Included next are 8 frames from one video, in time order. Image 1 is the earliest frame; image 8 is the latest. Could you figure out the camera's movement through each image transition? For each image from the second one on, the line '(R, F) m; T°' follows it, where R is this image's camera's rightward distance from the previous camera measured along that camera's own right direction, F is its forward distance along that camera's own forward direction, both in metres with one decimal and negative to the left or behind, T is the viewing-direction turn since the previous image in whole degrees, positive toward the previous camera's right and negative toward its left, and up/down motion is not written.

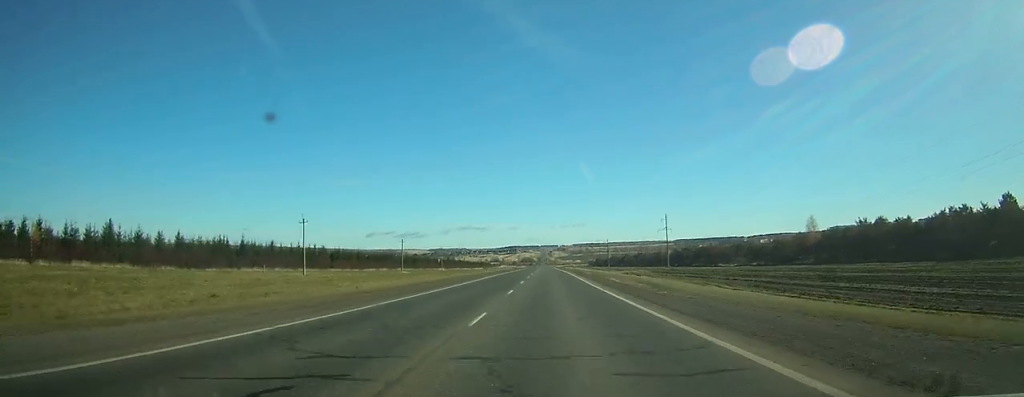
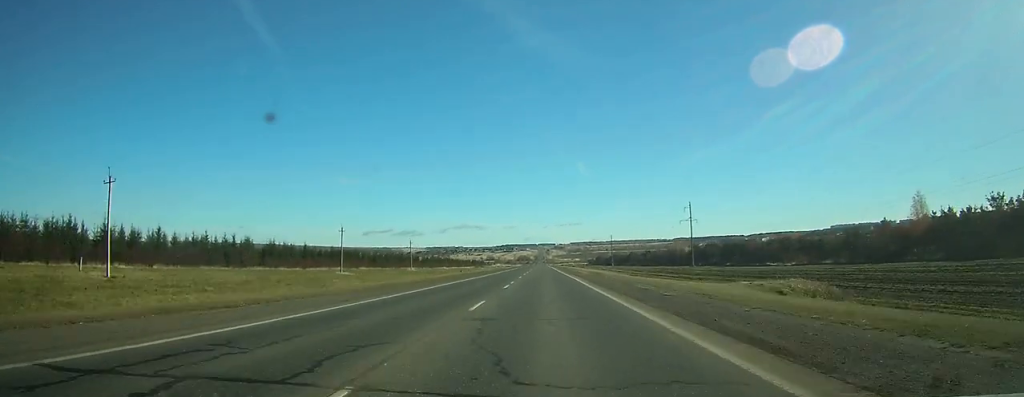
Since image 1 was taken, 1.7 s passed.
(+0.2, +41.2) m; 0°
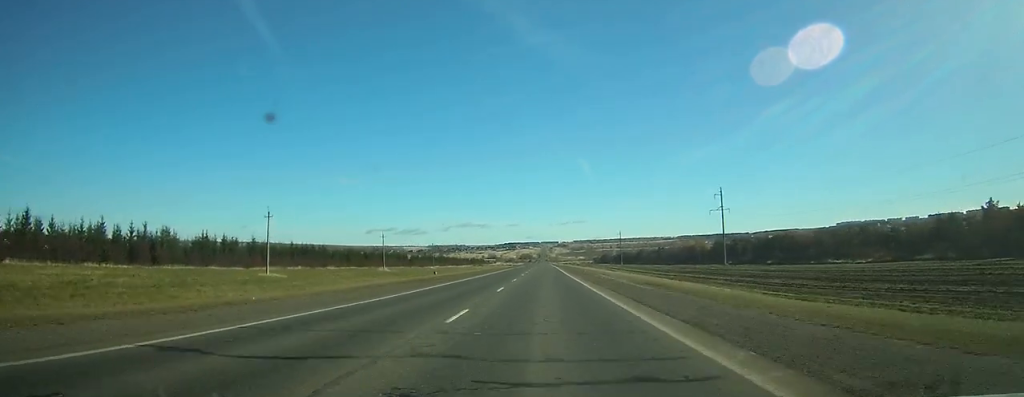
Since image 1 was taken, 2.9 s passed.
(-0.1, +27.4) m; 0°
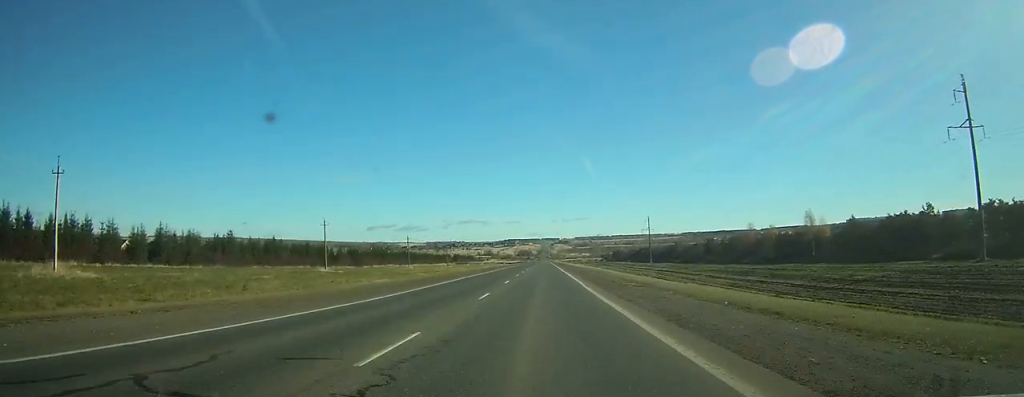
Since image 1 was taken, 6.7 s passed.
(-0.2, +90.4) m; 0°
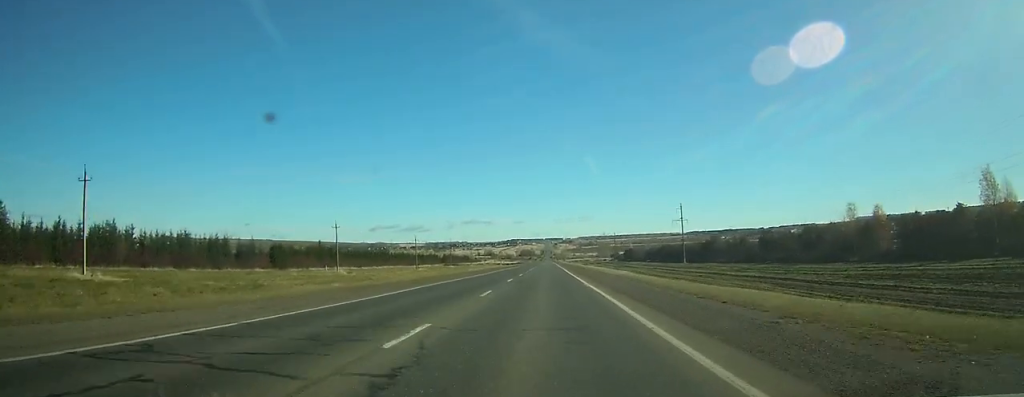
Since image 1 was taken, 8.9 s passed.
(0.0, +56.8) m; 0°
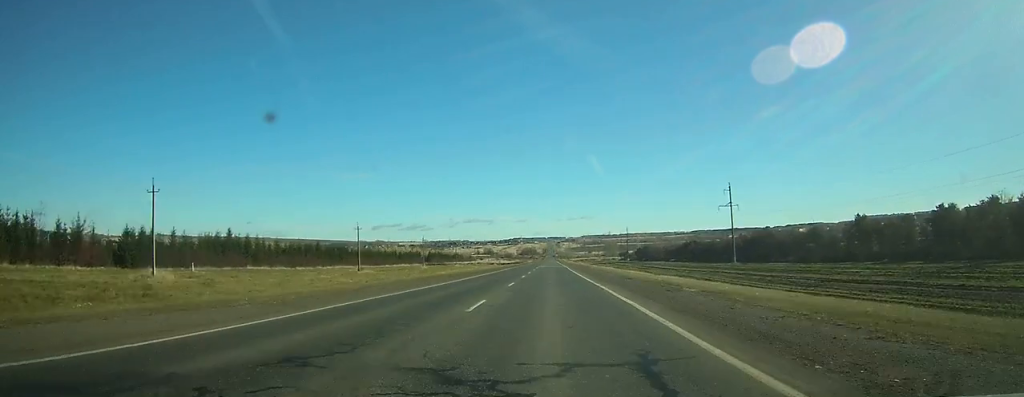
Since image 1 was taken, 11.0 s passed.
(-0.1, +52.2) m; 0°
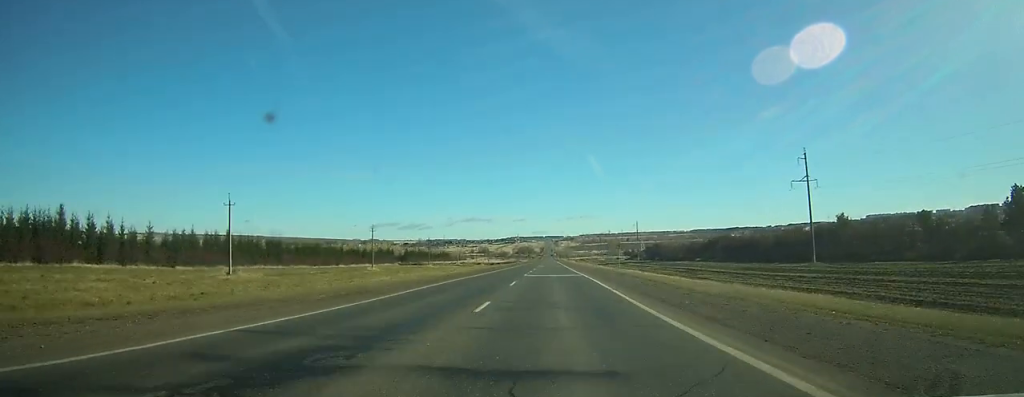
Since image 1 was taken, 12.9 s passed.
(-0.1, +46.6) m; 0°
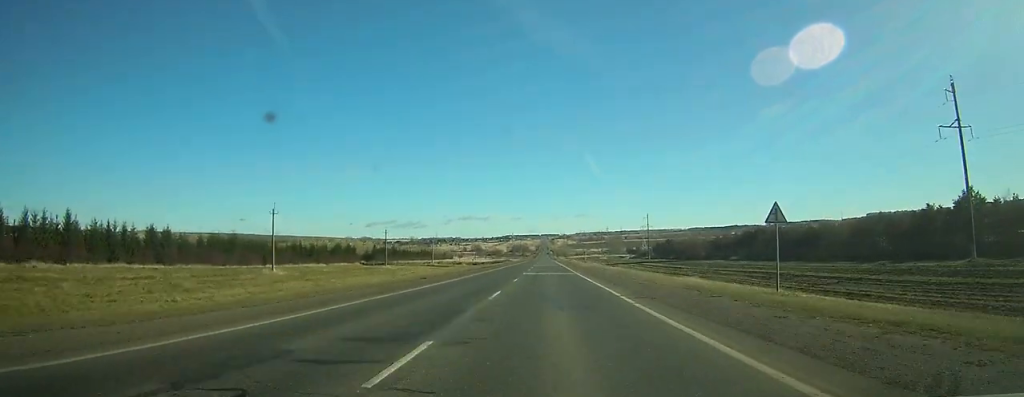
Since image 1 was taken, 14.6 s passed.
(0.0, +43.3) m; 0°
